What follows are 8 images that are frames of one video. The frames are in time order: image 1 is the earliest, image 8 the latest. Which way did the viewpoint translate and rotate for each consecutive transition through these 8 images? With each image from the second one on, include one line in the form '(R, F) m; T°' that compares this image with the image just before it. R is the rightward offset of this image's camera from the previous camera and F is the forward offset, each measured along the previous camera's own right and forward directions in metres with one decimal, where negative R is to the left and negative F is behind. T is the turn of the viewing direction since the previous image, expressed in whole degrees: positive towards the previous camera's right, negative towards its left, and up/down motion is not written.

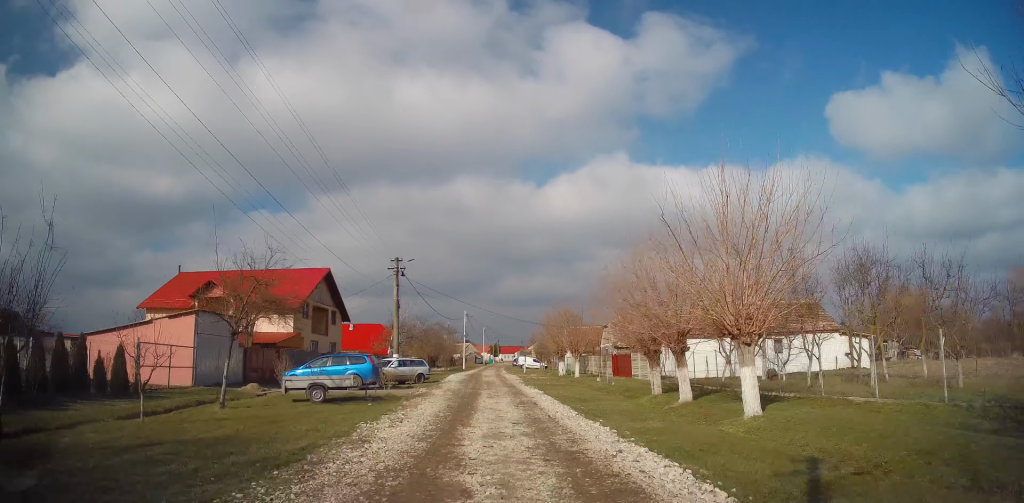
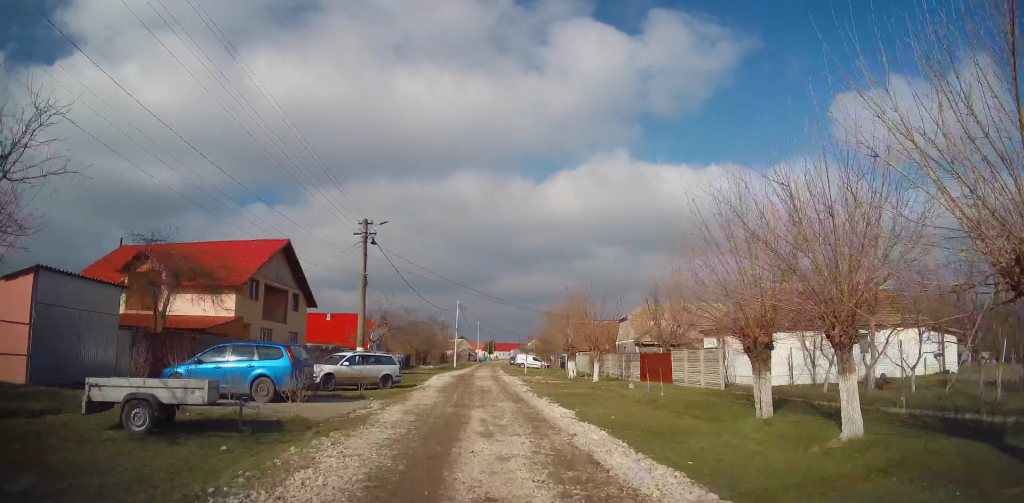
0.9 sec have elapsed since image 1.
(-0.1, +9.0) m; +1°
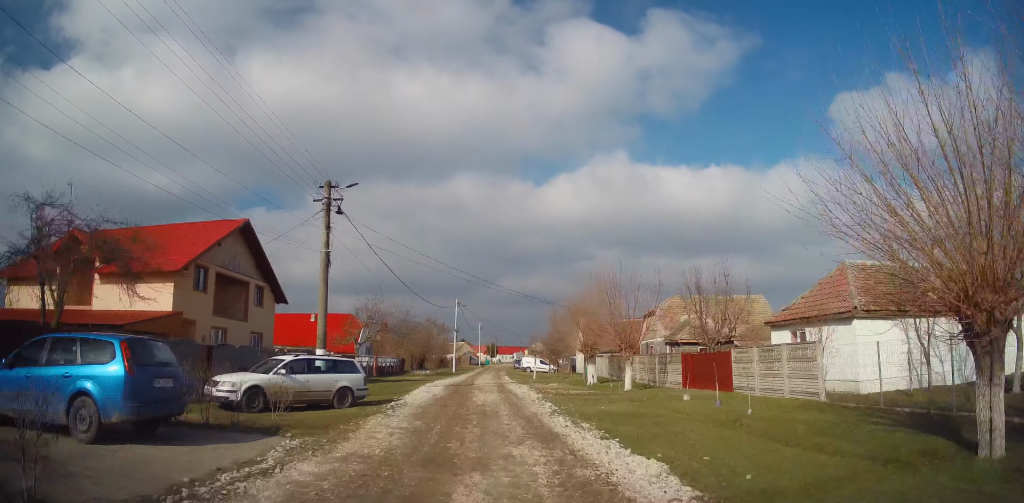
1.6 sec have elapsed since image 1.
(+0.2, +7.0) m; +1°
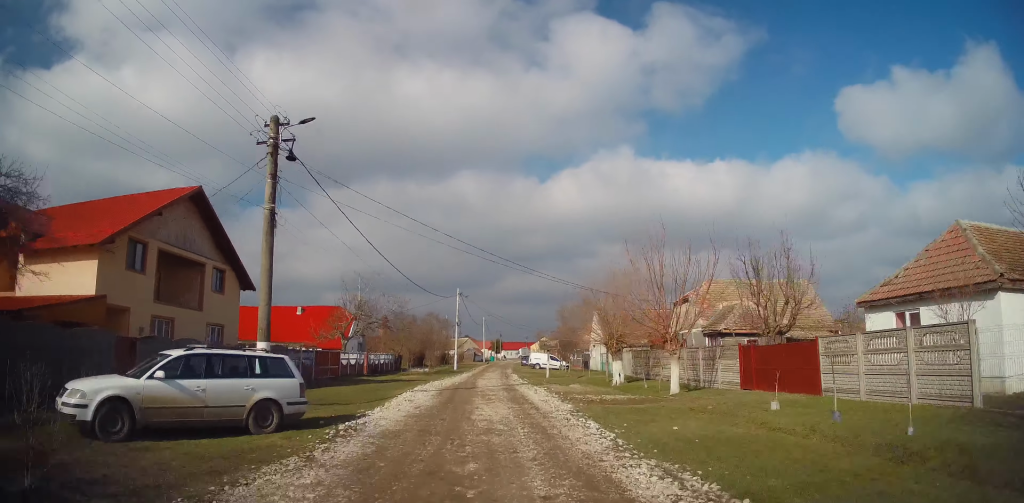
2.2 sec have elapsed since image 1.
(0.0, +5.9) m; -1°
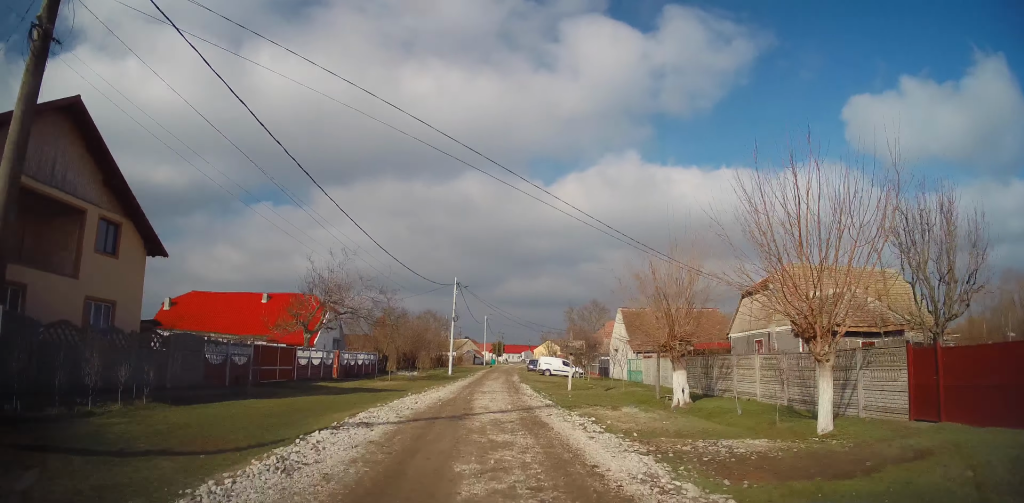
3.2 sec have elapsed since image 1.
(-0.2, +9.4) m; -1°
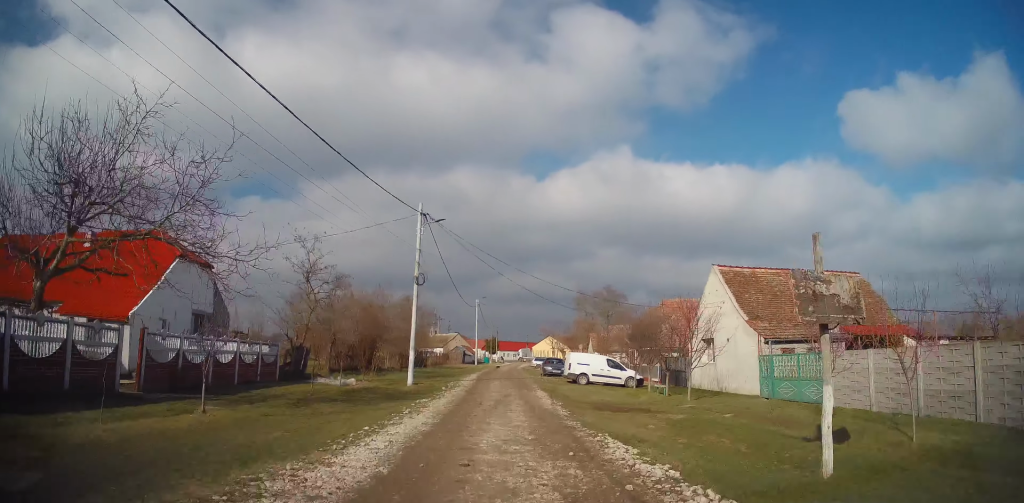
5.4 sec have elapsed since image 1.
(+0.6, +21.4) m; +2°
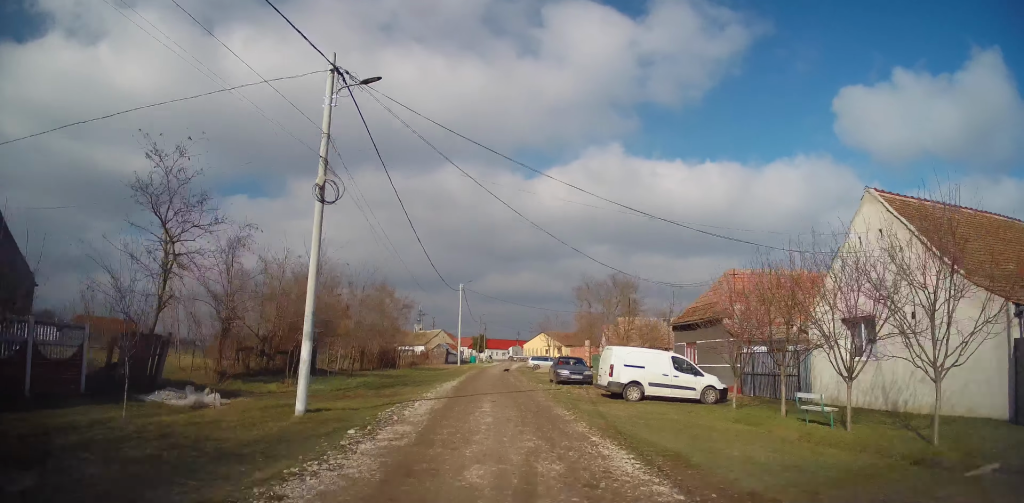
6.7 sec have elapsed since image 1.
(0.0, +12.4) m; 0°
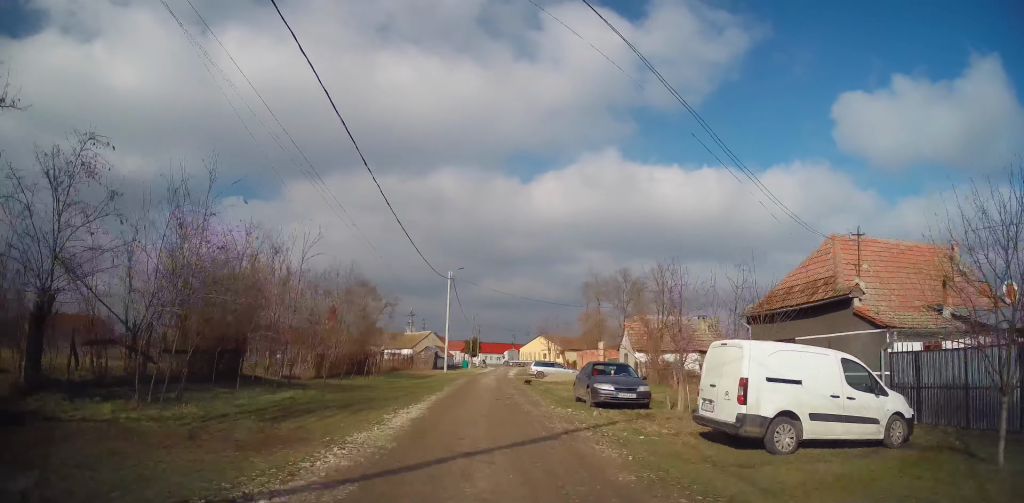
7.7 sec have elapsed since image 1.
(0.0, +9.1) m; 0°
